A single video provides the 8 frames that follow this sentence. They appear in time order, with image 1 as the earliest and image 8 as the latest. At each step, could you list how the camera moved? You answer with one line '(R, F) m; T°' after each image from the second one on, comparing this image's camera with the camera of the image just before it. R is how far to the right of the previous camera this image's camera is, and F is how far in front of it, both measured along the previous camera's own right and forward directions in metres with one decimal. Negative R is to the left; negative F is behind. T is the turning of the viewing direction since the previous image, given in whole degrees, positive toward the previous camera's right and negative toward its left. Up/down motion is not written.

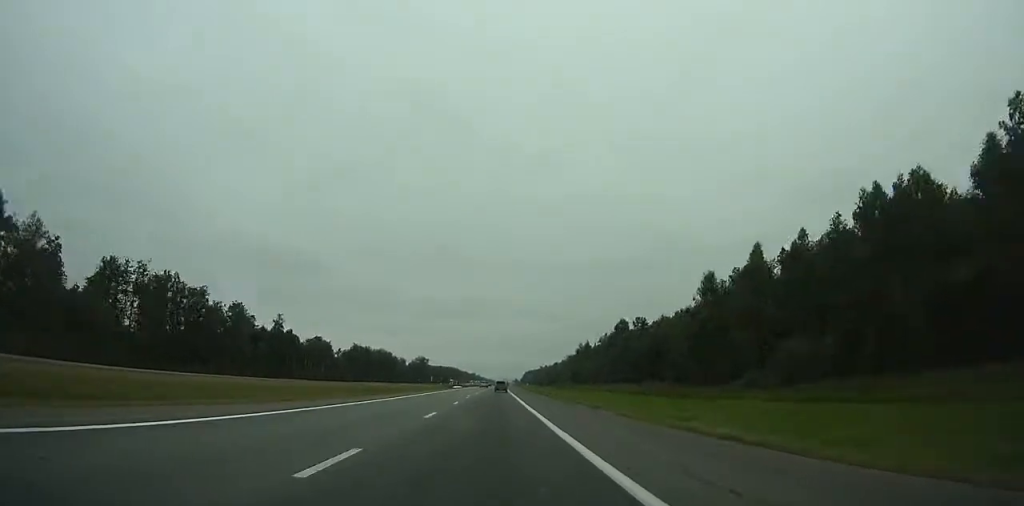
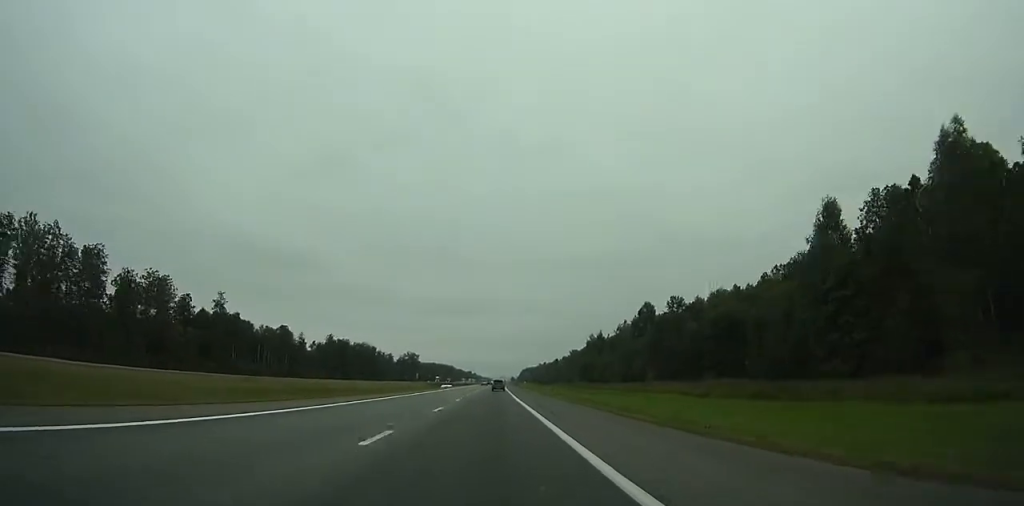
(+0.3, +44.5) m; +1°
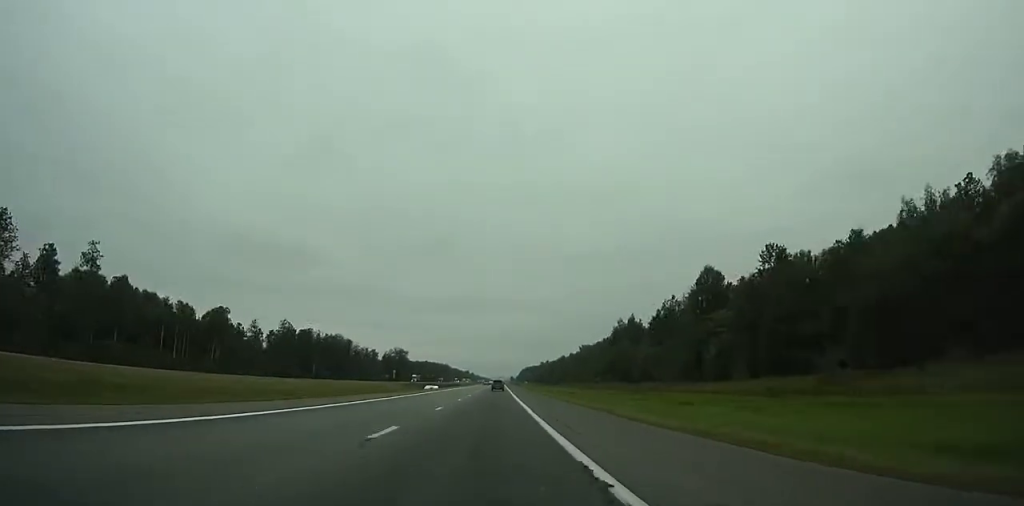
(+0.3, +59.9) m; 0°
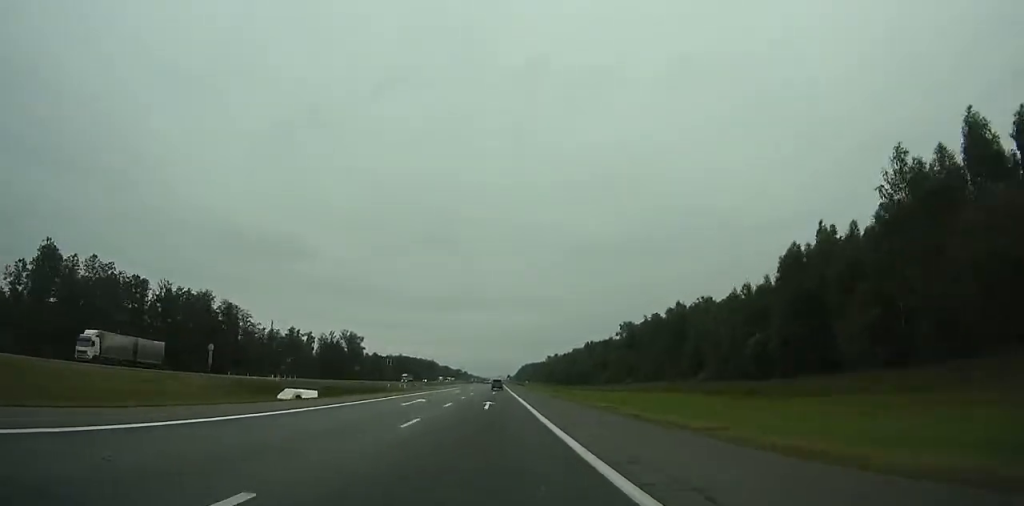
(+1.1, +142.1) m; +1°
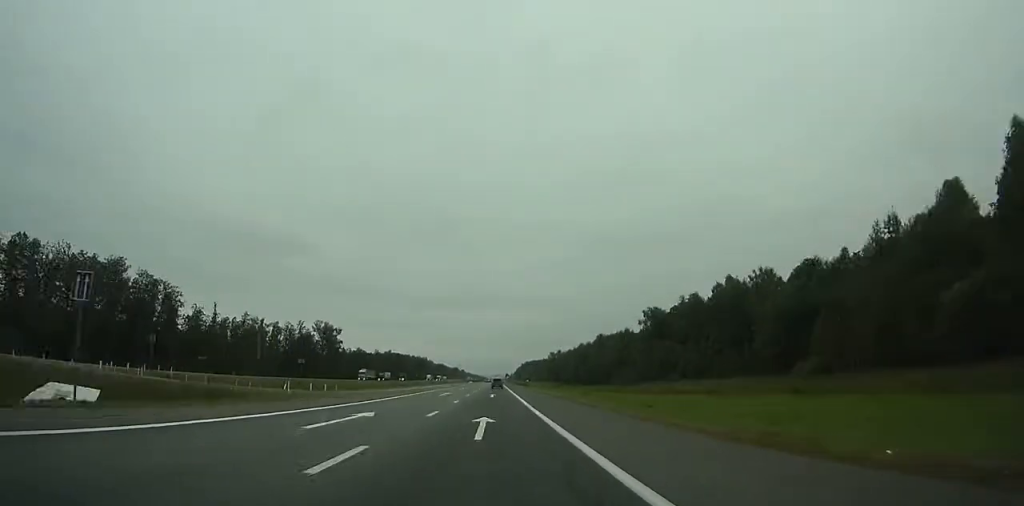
(0.0, +44.1) m; 0°
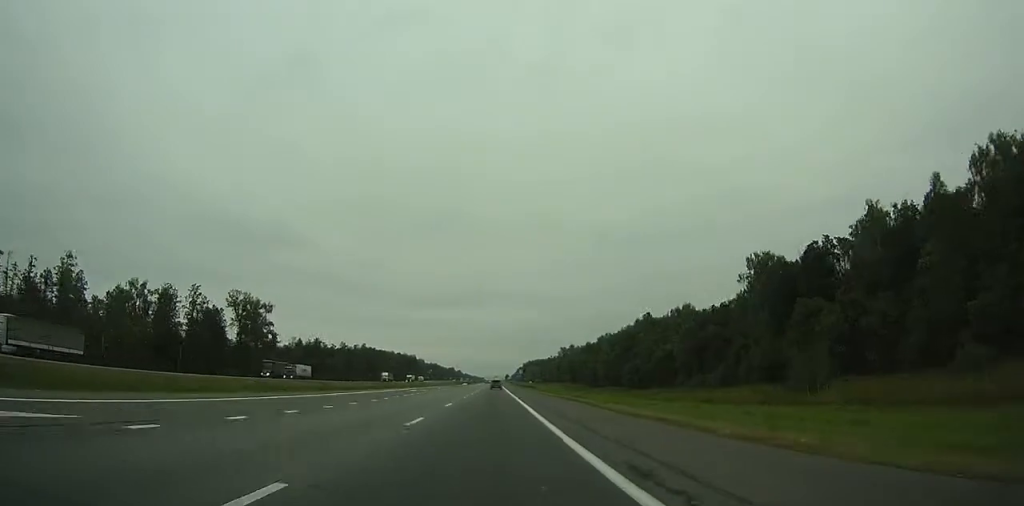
(0.0, +88.5) m; 0°
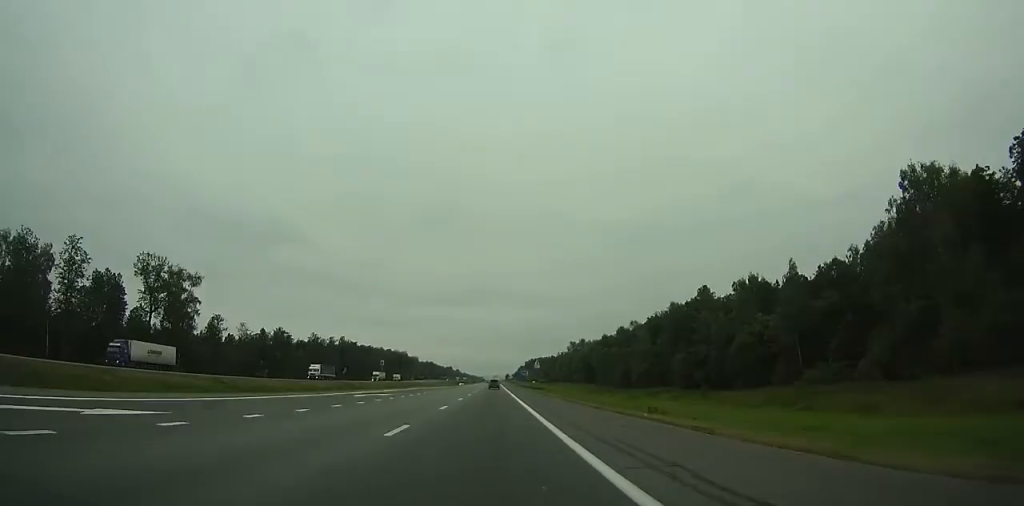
(+0.1, +49.8) m; 0°
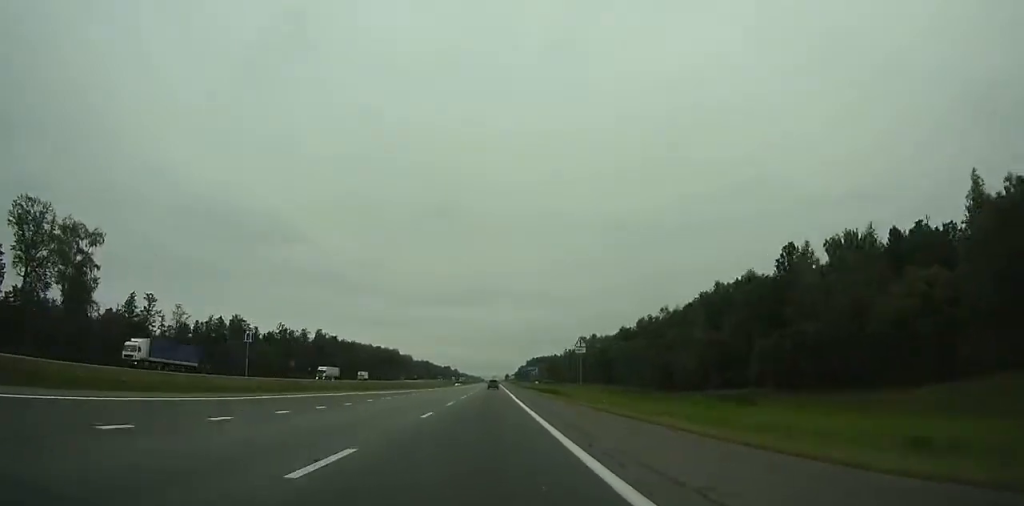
(0.0, +42.2) m; 0°
